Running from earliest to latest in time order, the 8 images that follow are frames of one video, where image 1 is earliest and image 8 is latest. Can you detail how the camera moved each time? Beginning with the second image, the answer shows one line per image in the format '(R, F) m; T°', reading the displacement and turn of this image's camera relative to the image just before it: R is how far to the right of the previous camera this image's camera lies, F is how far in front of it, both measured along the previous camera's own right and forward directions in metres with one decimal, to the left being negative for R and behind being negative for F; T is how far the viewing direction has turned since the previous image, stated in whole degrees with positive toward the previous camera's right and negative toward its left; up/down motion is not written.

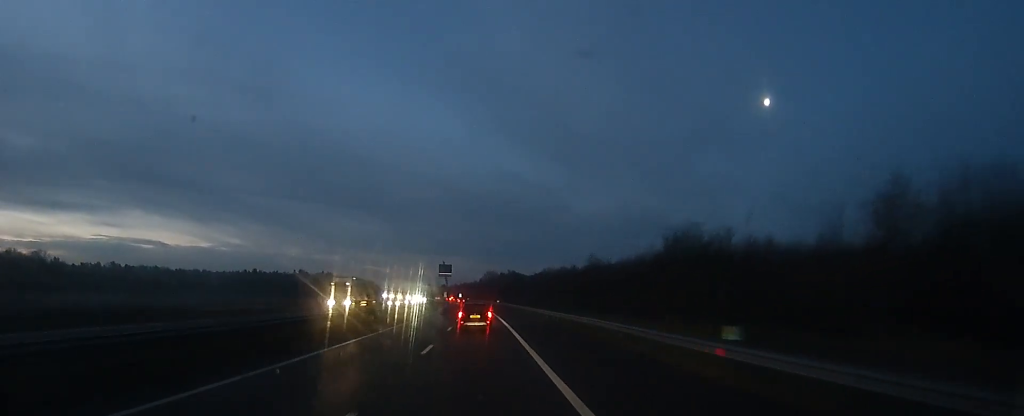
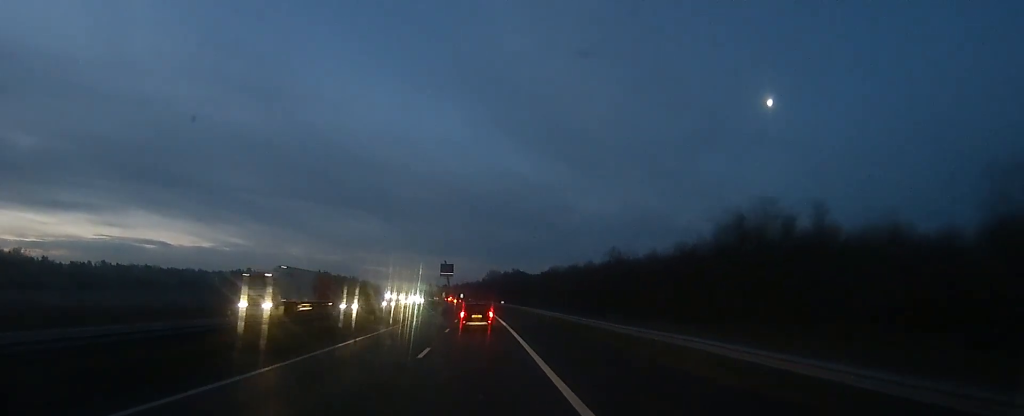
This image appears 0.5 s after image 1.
(0.0, +13.1) m; -1°
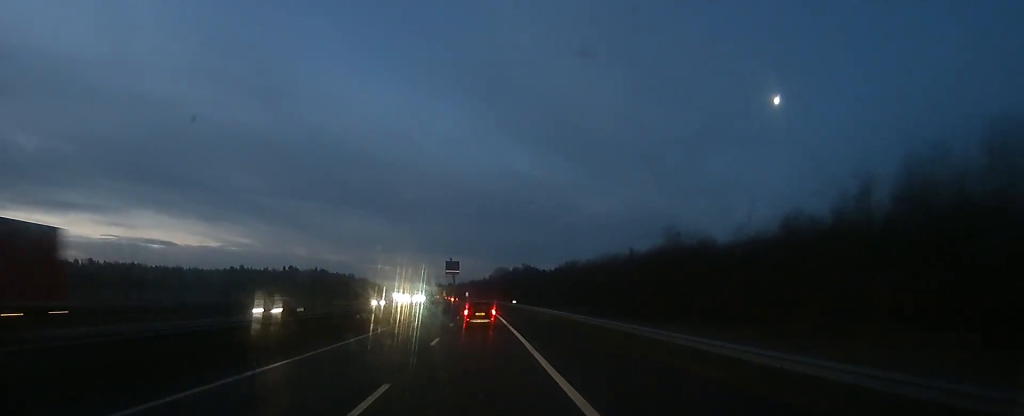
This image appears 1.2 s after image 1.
(-0.1, +20.3) m; -2°
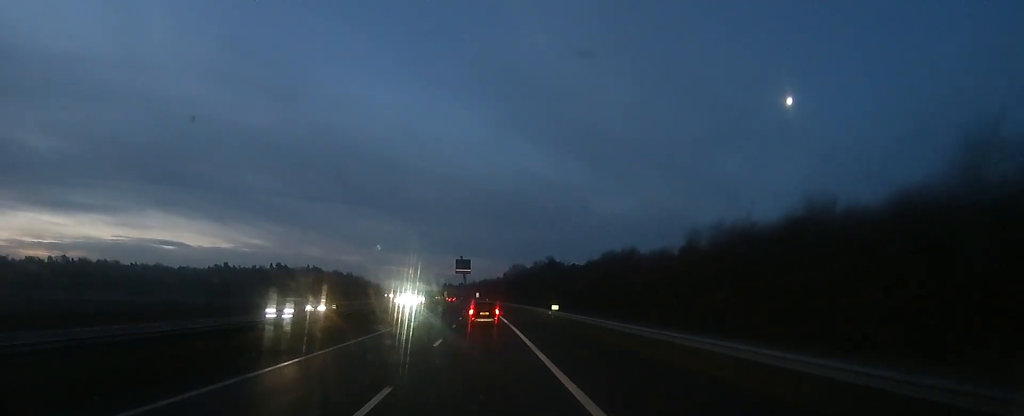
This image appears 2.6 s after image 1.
(-1.0, +36.1) m; -2°
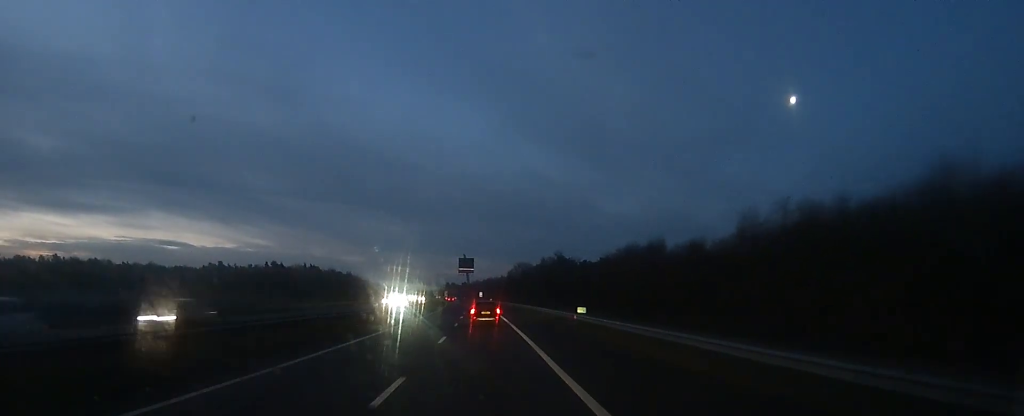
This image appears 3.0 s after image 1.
(-0.1, +10.7) m; 0°
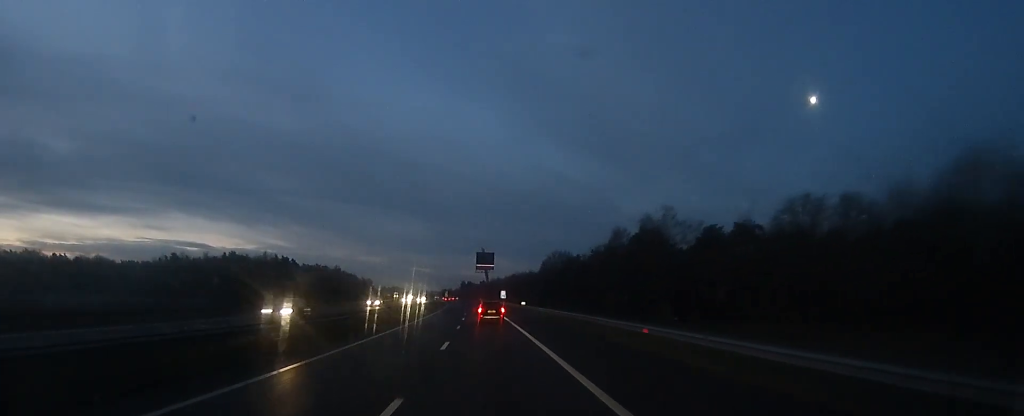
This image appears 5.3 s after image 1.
(0.0, +62.2) m; 0°
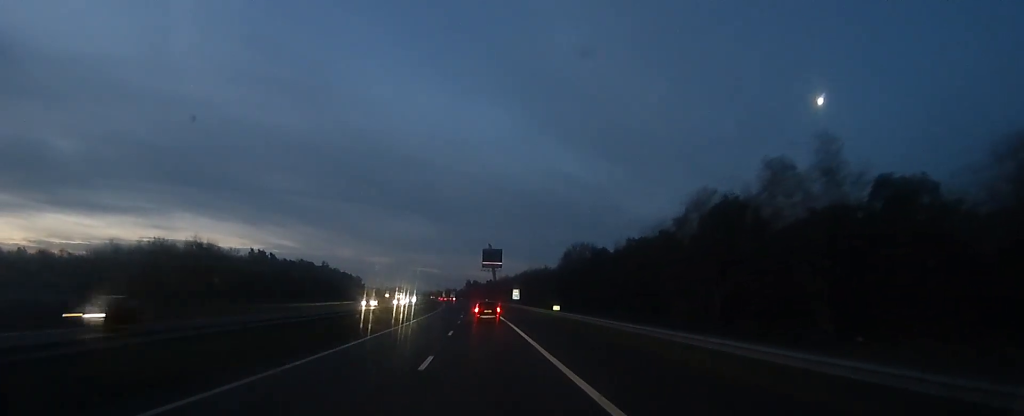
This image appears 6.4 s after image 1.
(-0.2, +29.0) m; -2°
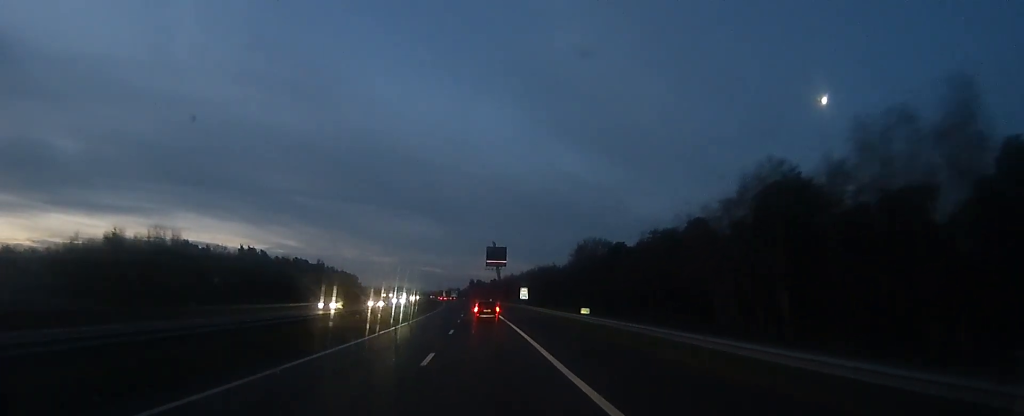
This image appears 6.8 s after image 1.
(-0.4, +11.3) m; -1°
